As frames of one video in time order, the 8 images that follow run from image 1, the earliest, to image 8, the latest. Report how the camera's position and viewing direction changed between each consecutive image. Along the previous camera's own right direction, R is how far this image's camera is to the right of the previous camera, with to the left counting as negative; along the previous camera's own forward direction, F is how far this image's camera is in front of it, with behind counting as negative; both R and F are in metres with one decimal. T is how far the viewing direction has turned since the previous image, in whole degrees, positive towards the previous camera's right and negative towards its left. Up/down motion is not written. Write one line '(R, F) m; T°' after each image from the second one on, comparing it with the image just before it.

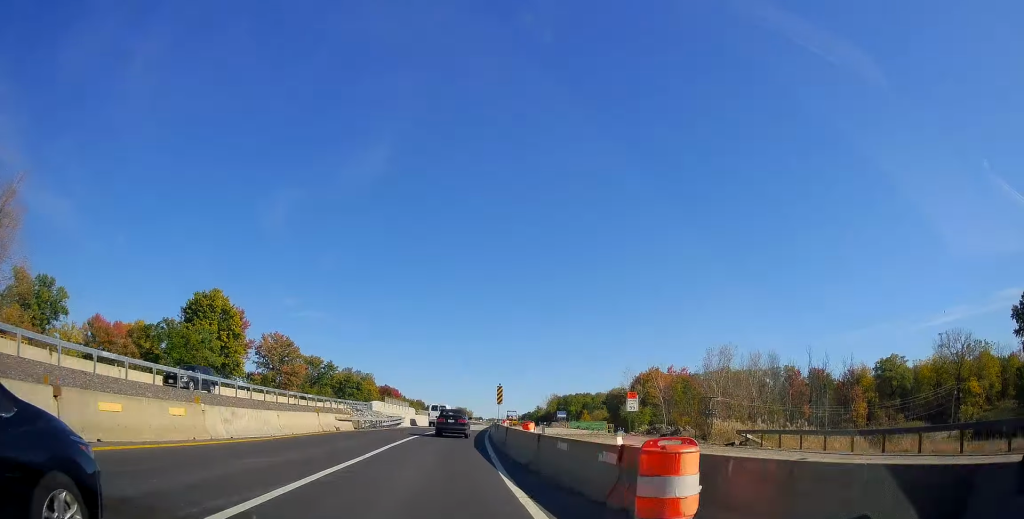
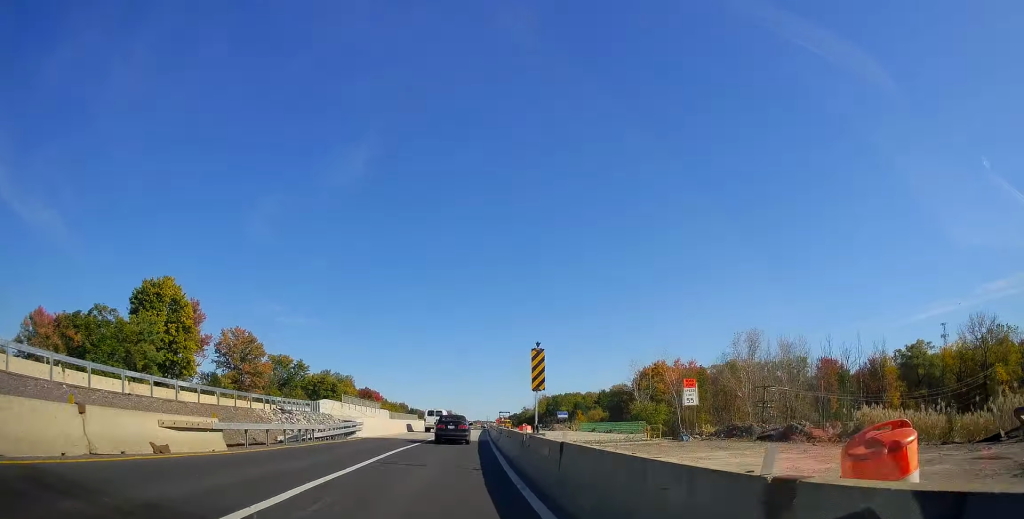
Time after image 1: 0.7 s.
(+0.1, +17.0) m; +1°
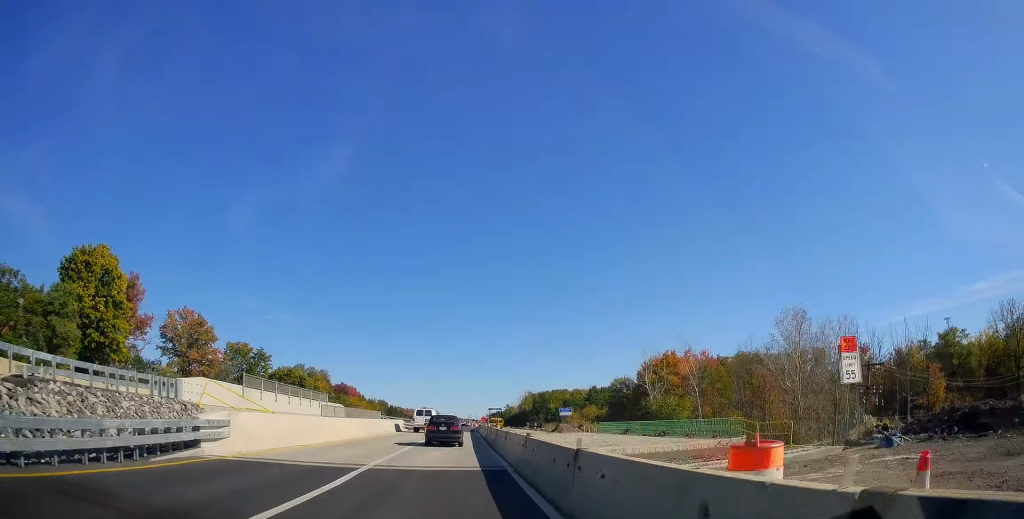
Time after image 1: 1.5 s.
(+0.5, +18.6) m; +1°
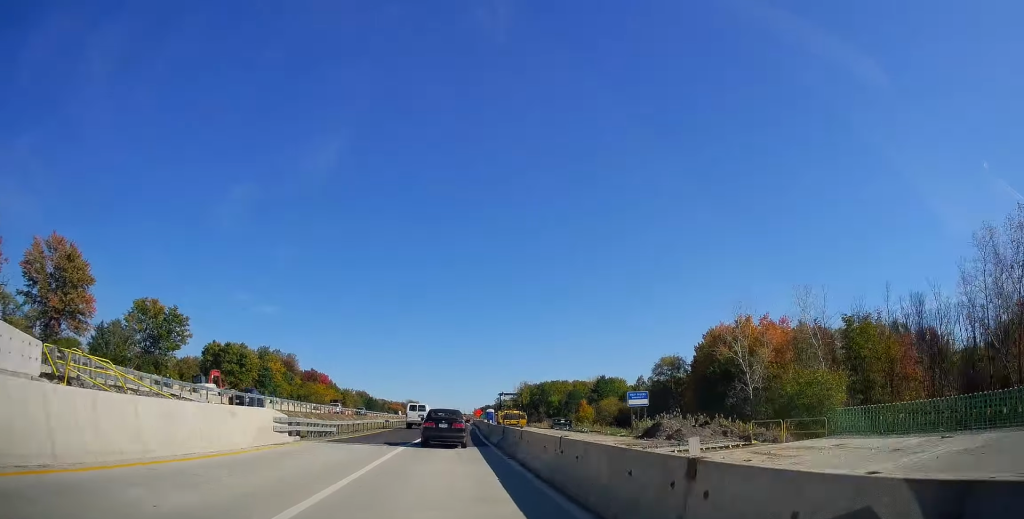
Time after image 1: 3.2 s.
(0.0, +39.0) m; +2°
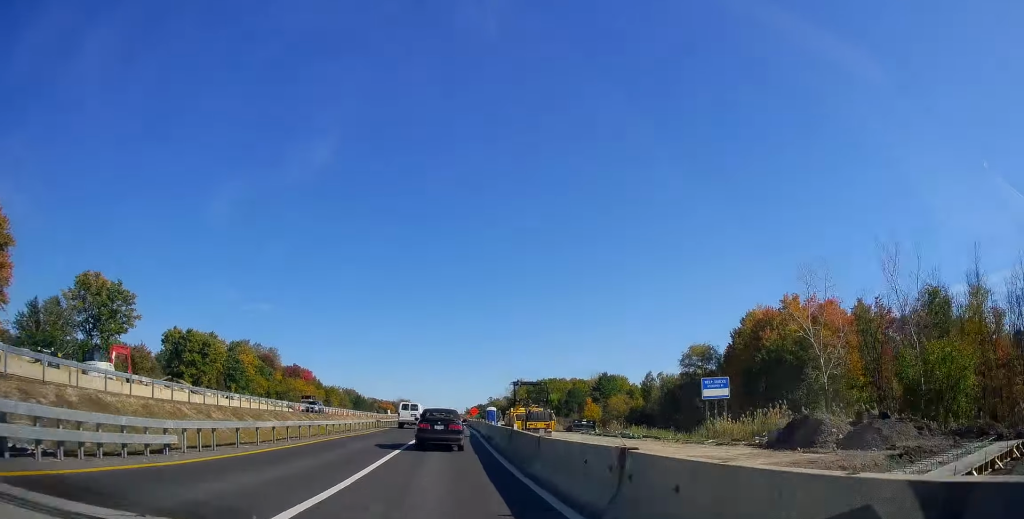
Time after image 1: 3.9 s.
(+0.3, +16.4) m; +1°
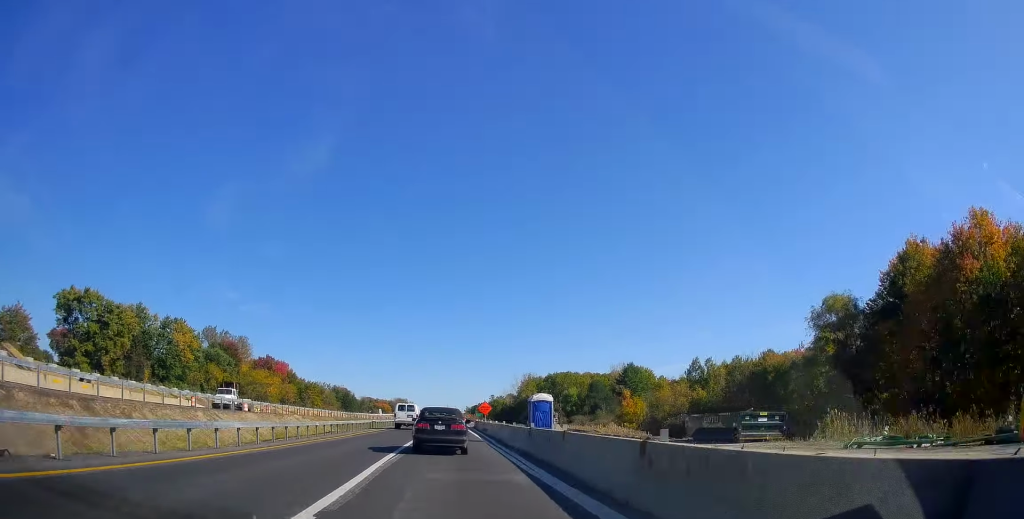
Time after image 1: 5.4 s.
(+0.5, +35.9) m; +1°
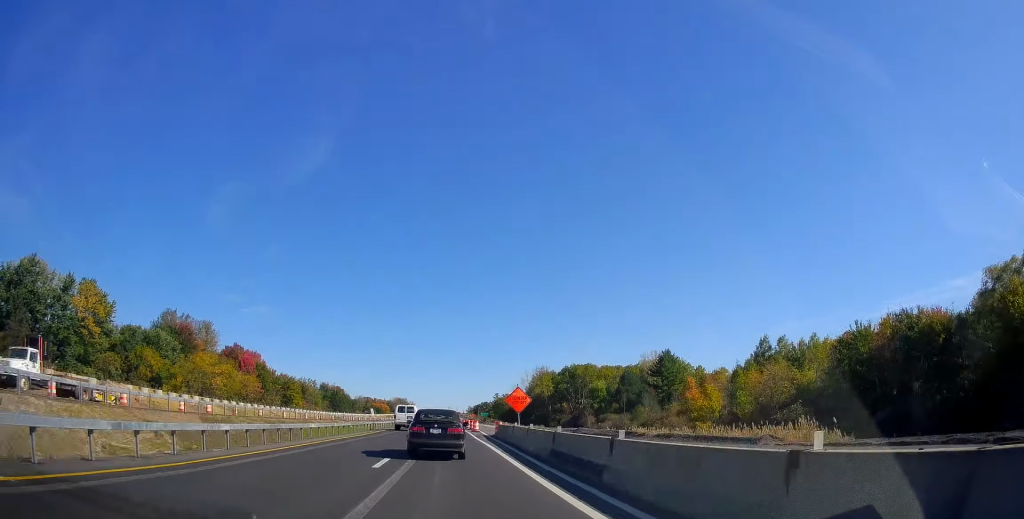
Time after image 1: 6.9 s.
(+0.1, +33.8) m; 0°
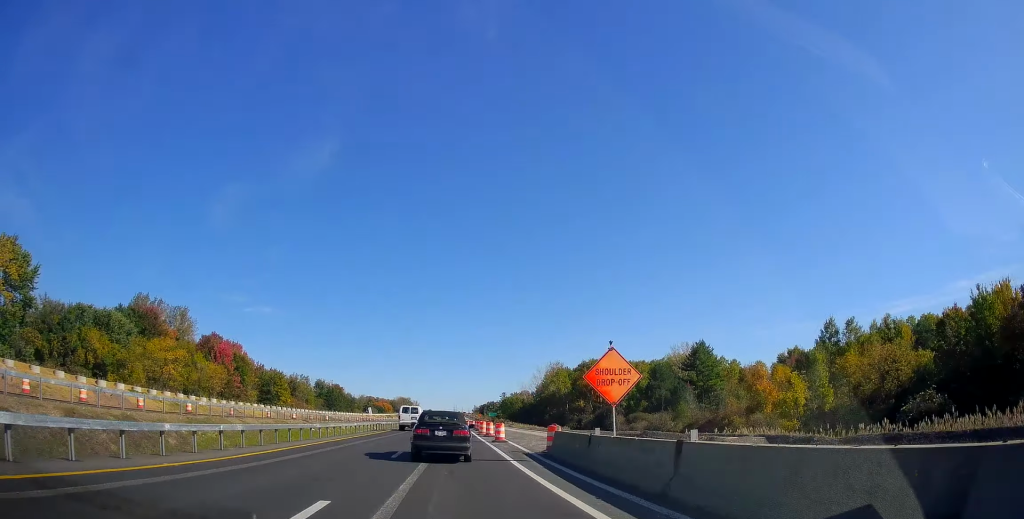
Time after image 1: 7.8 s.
(-0.1, +20.4) m; -1°
